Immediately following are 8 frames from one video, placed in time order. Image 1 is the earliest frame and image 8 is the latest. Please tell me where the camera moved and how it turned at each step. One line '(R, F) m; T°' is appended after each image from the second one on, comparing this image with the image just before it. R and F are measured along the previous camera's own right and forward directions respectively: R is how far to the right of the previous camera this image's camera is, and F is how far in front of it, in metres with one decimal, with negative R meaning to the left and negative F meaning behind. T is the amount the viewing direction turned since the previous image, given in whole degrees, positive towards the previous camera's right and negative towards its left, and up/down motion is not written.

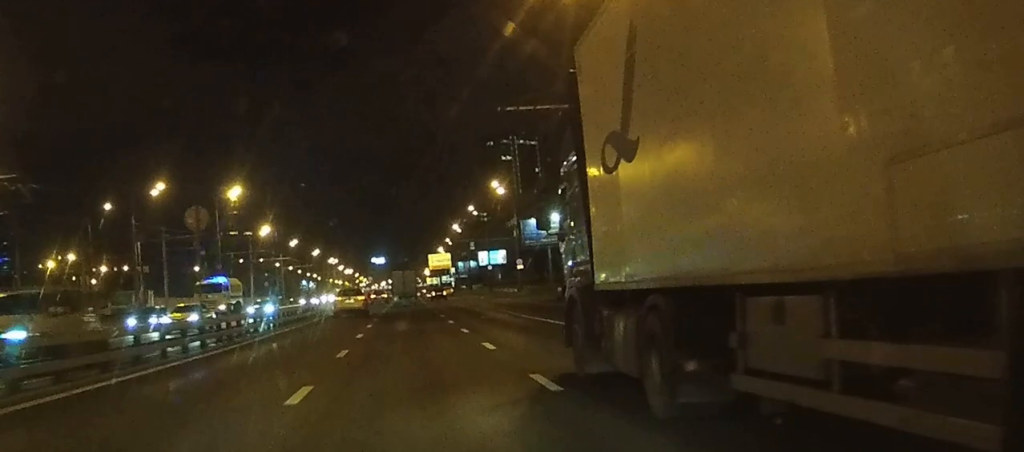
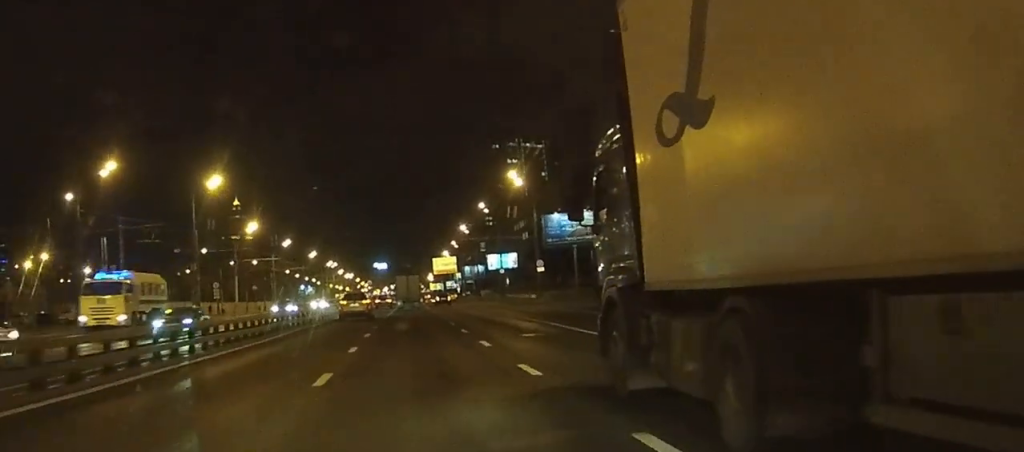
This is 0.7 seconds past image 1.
(0.0, +13.5) m; 0°
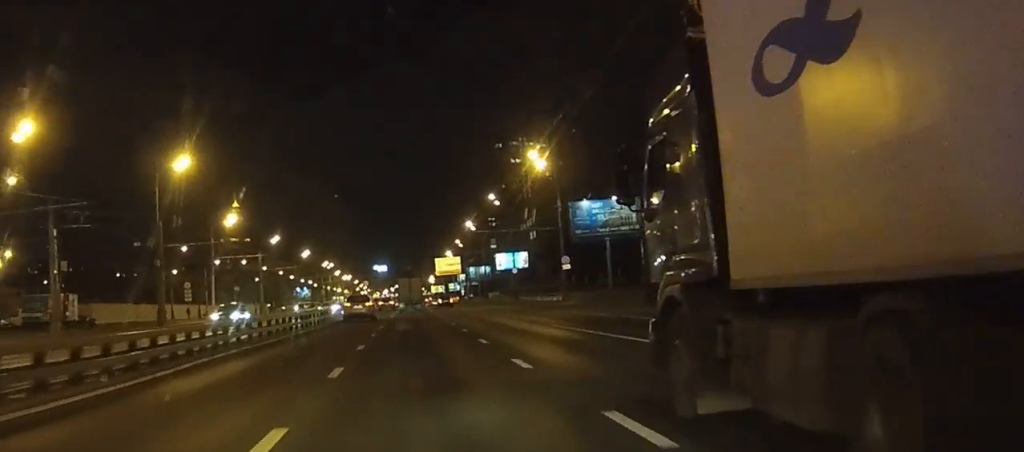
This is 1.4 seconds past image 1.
(+0.1, +14.3) m; 0°
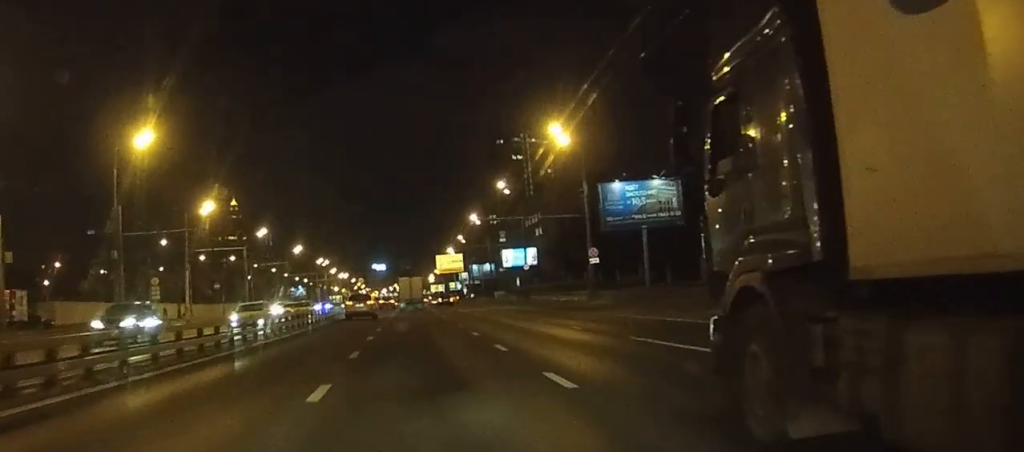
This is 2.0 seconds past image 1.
(0.0, +11.8) m; 0°
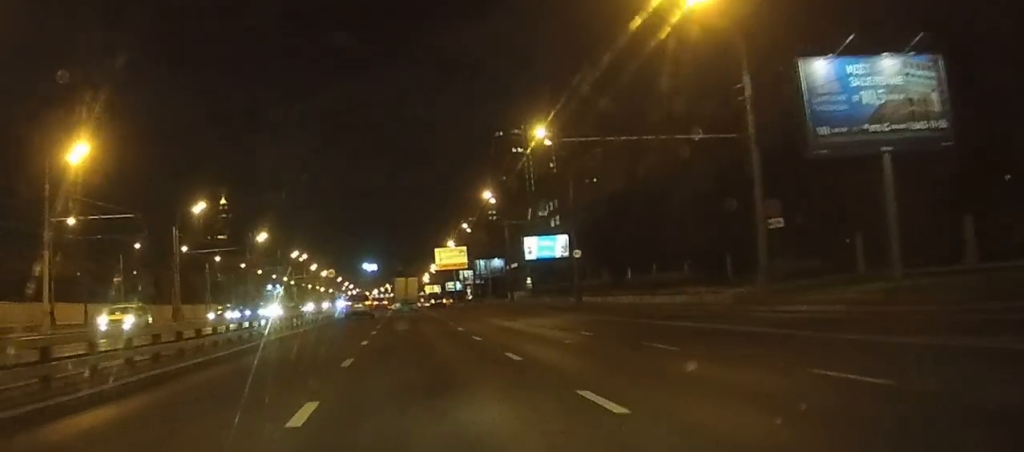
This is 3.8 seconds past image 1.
(-0.1, +34.1) m; 0°
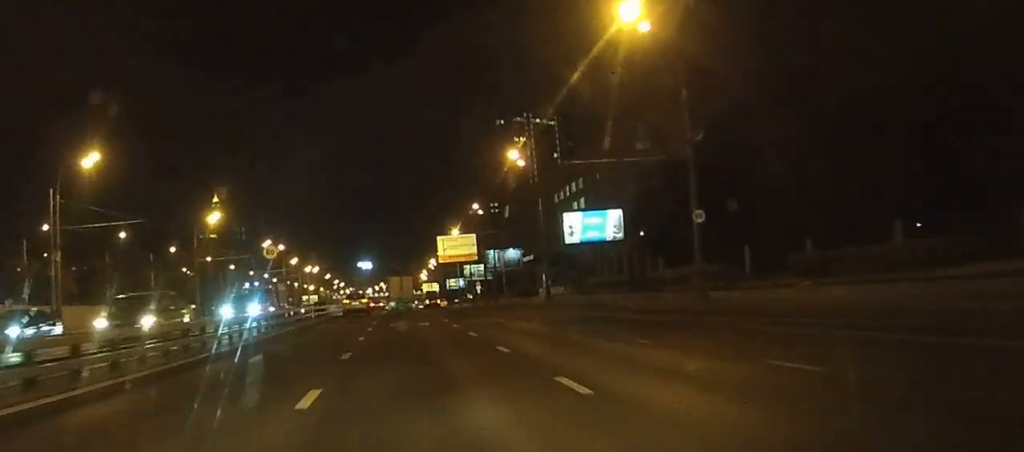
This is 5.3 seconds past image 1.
(+0.2, +30.1) m; +1°
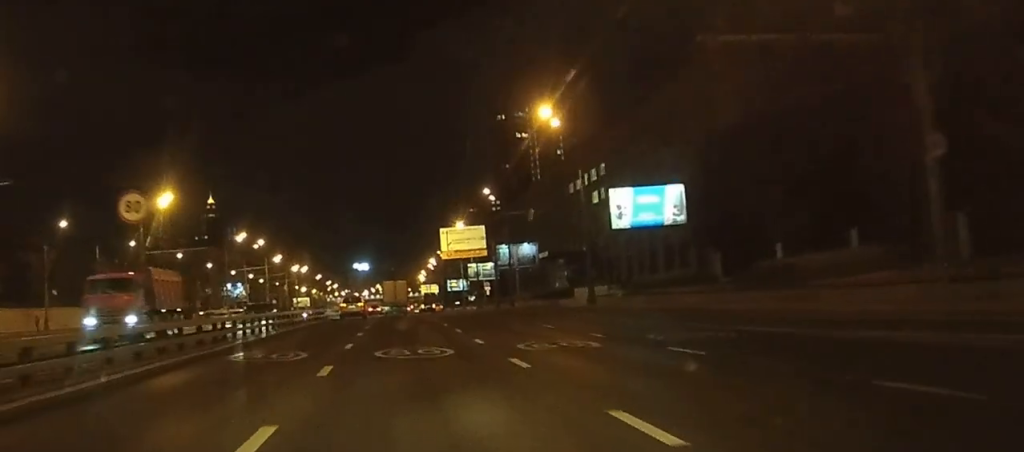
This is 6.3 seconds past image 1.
(+0.1, +19.5) m; 0°
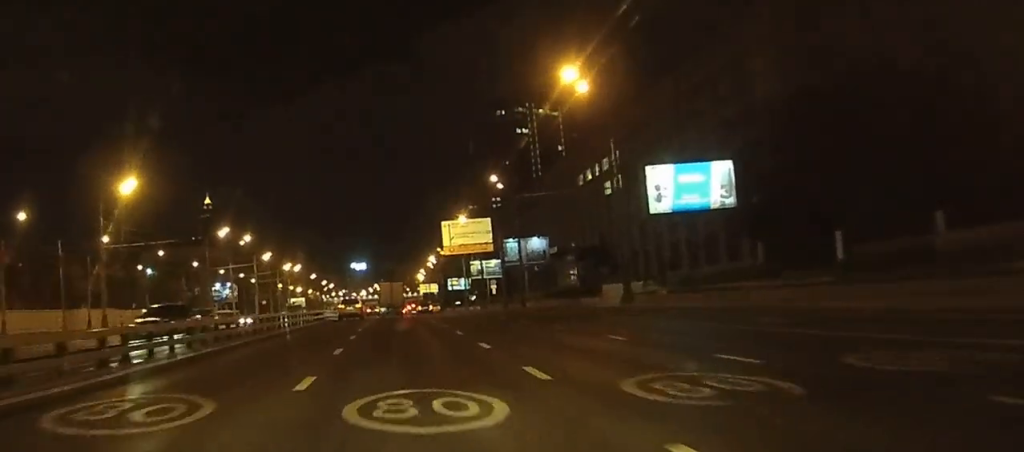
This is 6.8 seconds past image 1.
(0.0, +10.3) m; 0°
